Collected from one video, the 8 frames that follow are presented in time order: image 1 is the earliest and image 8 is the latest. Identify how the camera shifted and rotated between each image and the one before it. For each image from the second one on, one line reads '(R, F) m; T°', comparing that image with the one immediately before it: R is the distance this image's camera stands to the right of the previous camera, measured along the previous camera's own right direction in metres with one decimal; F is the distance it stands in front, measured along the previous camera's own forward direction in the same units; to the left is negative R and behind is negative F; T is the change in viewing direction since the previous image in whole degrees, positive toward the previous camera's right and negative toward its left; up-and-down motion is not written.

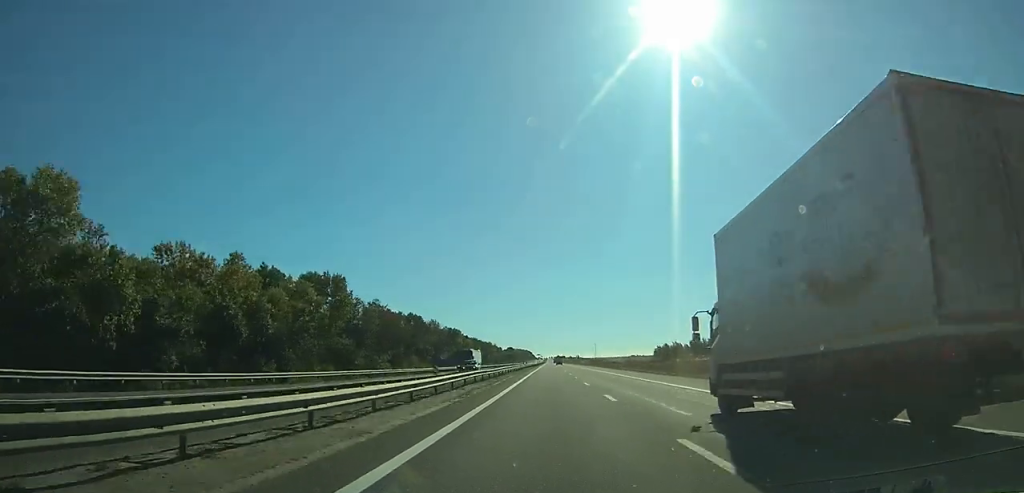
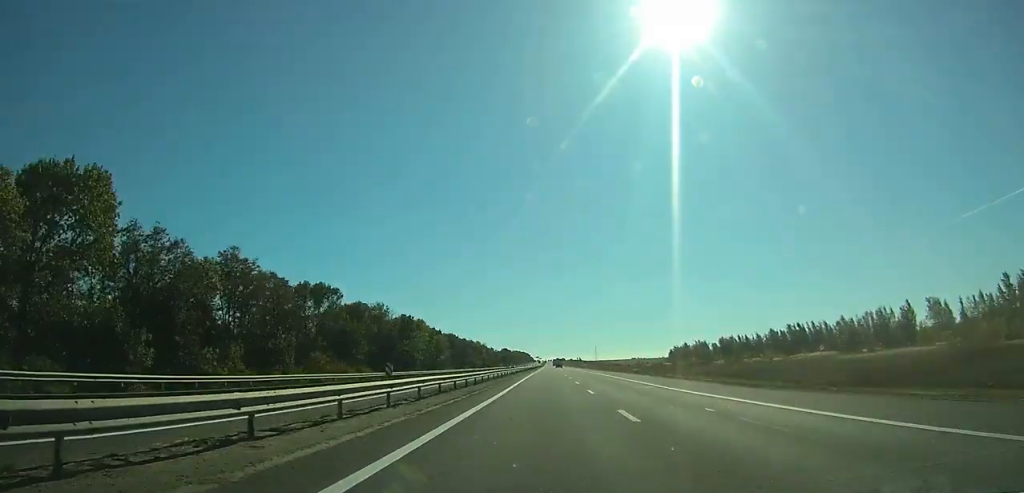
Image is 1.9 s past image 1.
(-0.1, +53.5) m; 0°
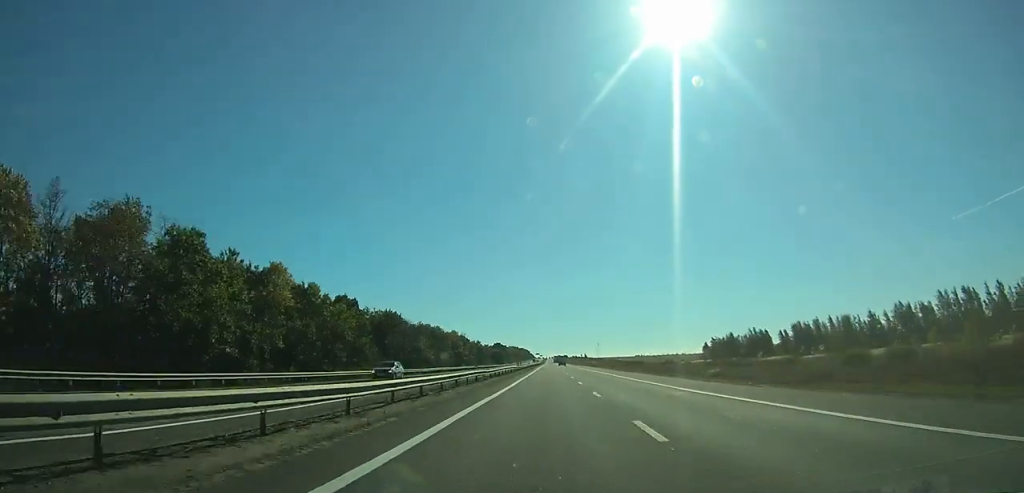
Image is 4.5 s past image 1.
(+0.2, +74.8) m; 0°
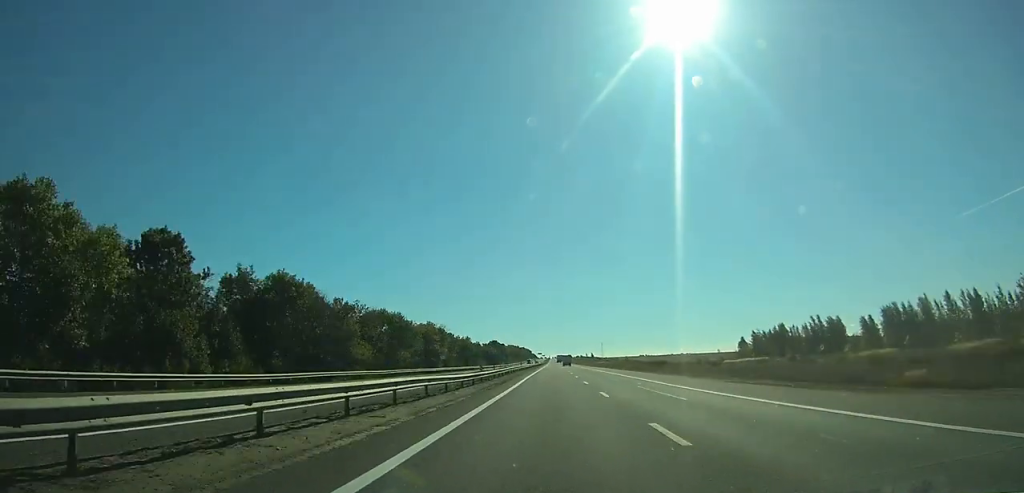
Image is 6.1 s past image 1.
(0.0, +48.0) m; 0°
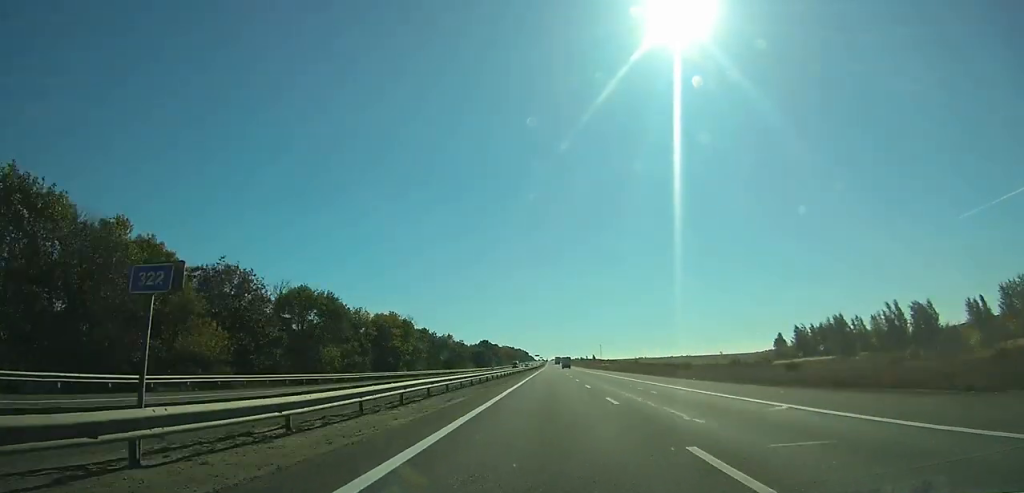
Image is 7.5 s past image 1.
(0.0, +38.4) m; 0°
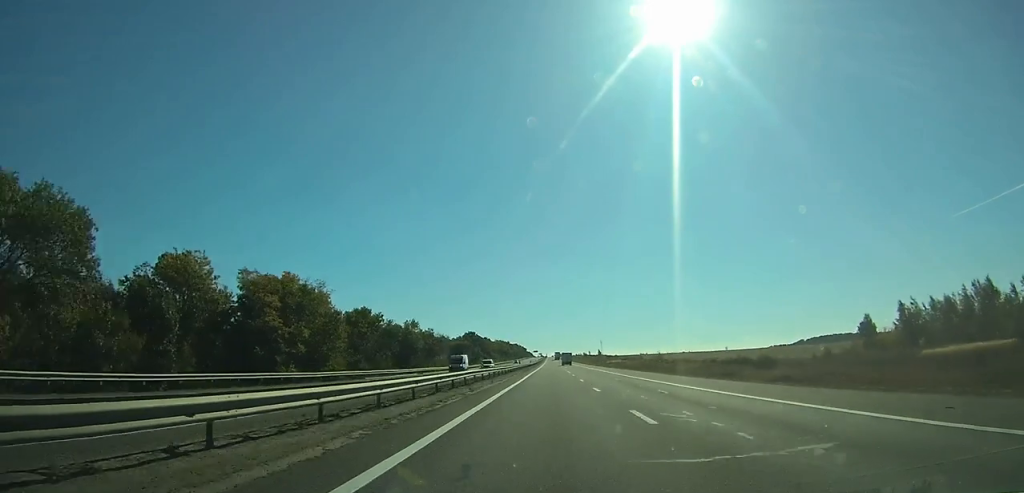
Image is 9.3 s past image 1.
(0.0, +53.5) m; 0°
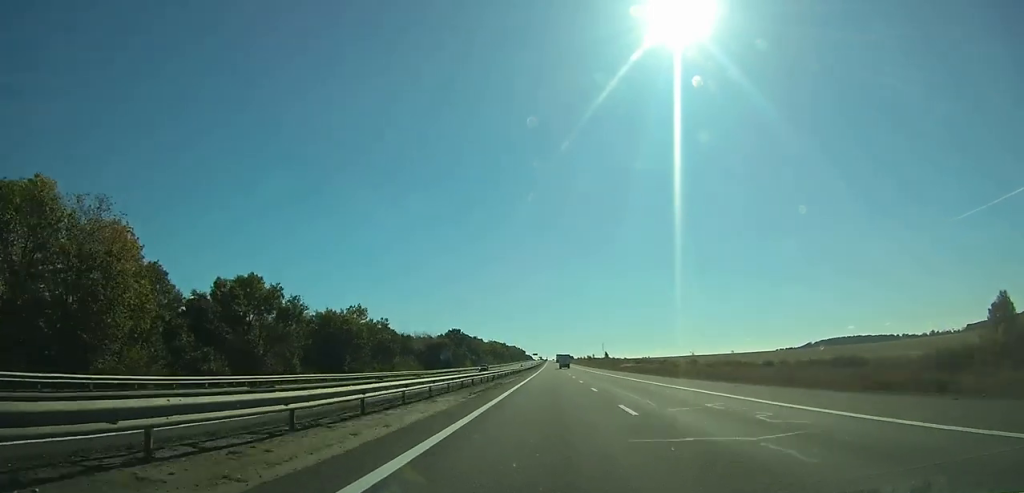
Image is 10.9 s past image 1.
(0.0, +45.6) m; 0°
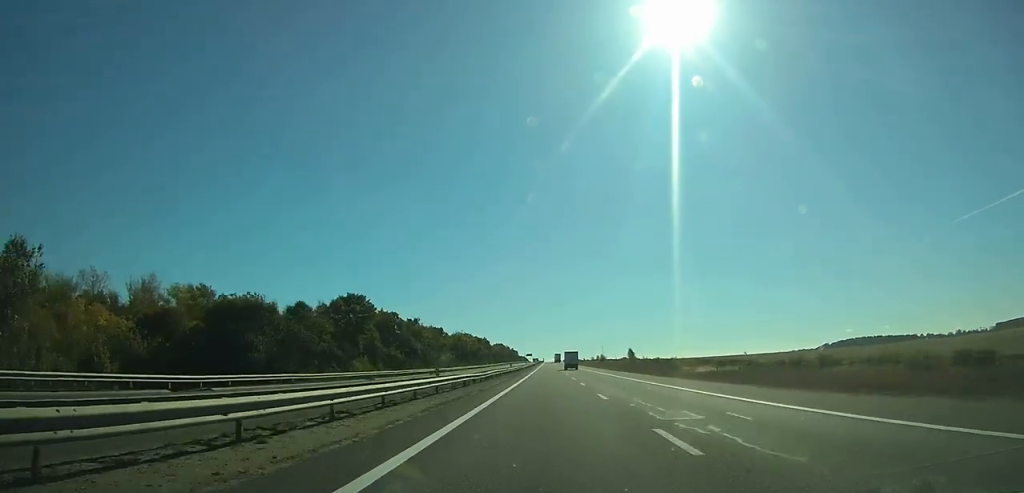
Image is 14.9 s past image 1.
(+0.4, +112.9) m; 0°
